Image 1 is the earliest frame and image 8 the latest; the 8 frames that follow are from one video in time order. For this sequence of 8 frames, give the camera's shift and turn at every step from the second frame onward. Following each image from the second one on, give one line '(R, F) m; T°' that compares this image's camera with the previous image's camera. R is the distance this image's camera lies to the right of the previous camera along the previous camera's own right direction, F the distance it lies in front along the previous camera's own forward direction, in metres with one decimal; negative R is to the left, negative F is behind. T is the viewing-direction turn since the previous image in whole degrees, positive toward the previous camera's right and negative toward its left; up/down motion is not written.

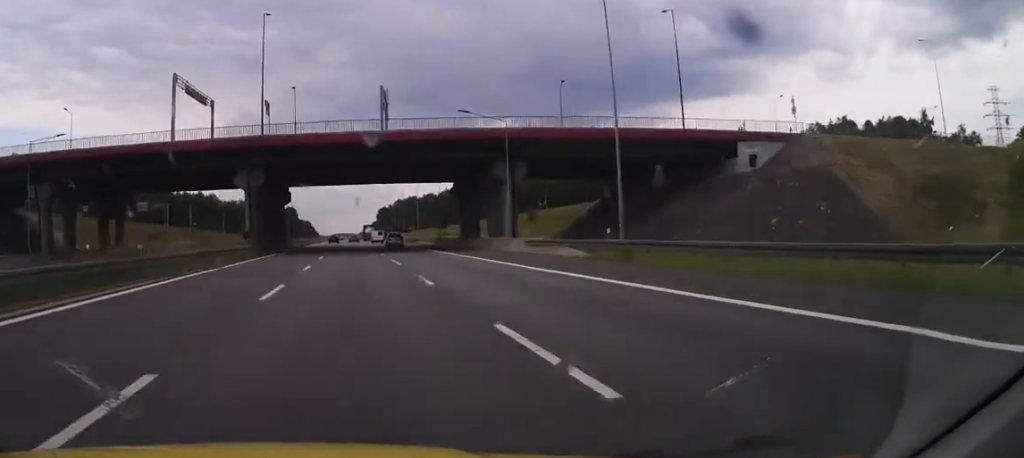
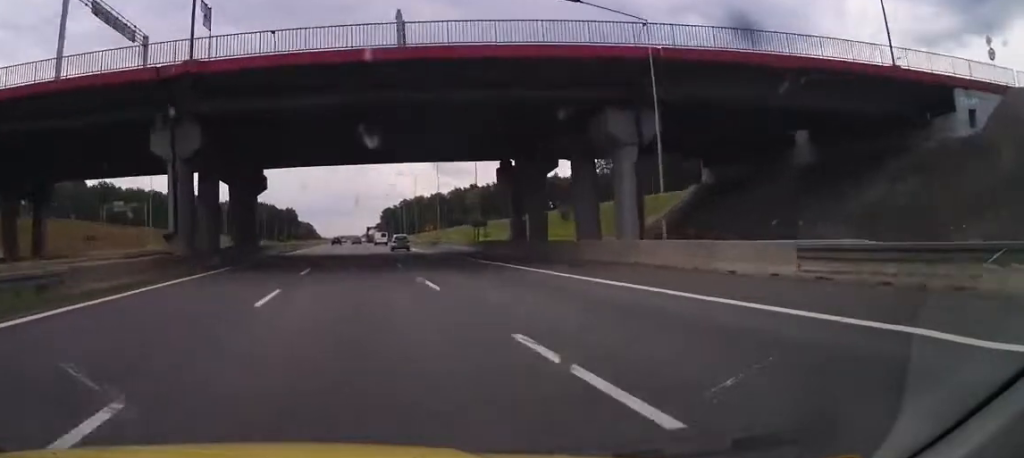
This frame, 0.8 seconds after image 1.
(+0.2, +24.9) m; 0°
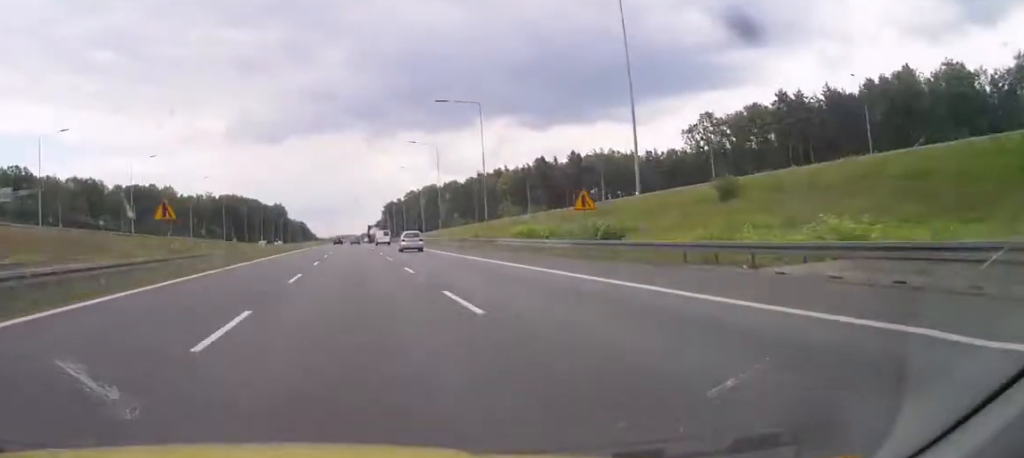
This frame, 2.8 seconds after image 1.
(-0.8, +64.7) m; -1°
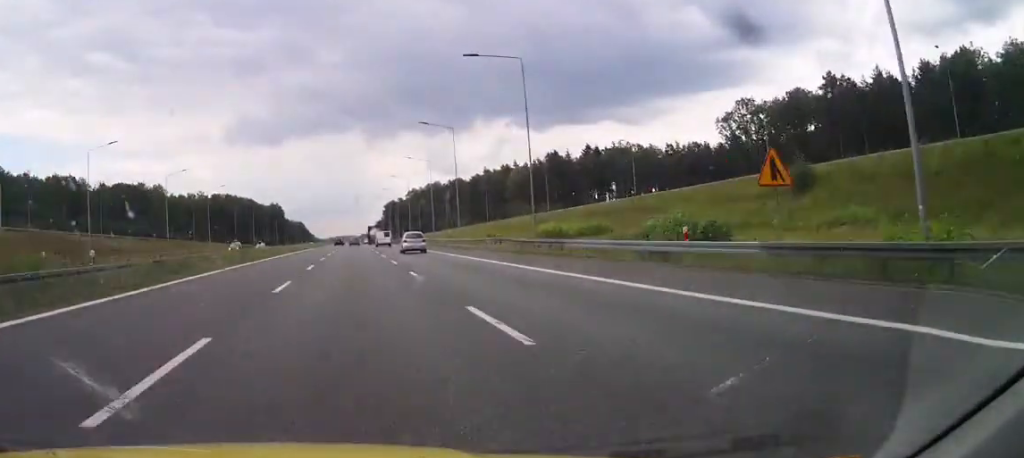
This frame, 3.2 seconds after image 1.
(0.0, +15.1) m; 0°
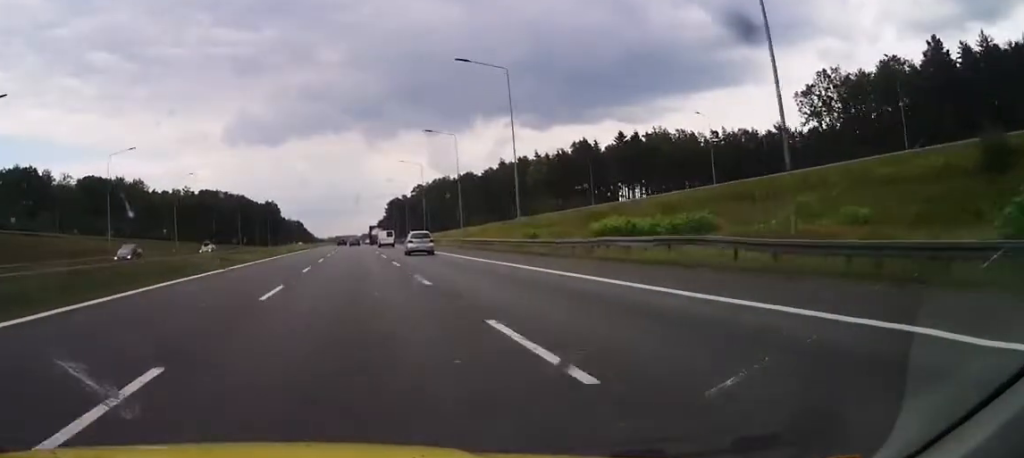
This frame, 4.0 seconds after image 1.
(0.0, +25.8) m; 0°
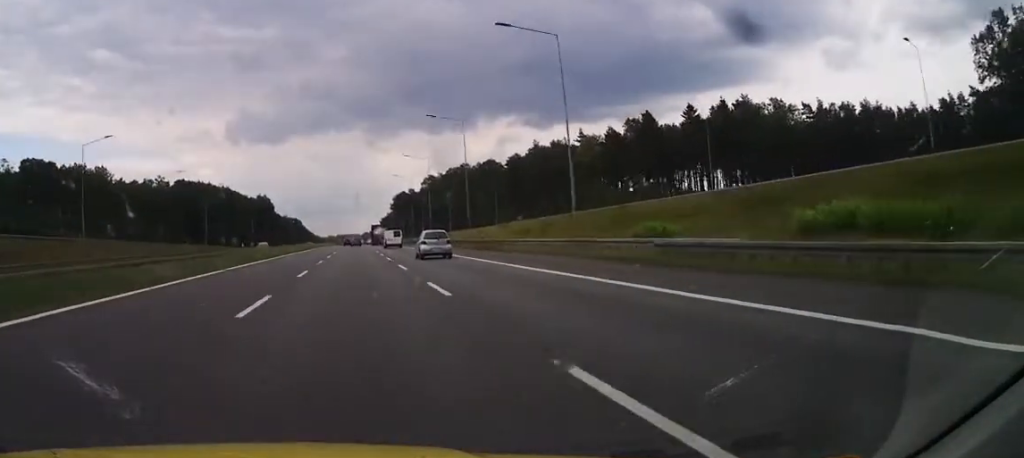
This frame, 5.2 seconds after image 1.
(0.0, +38.4) m; -1°
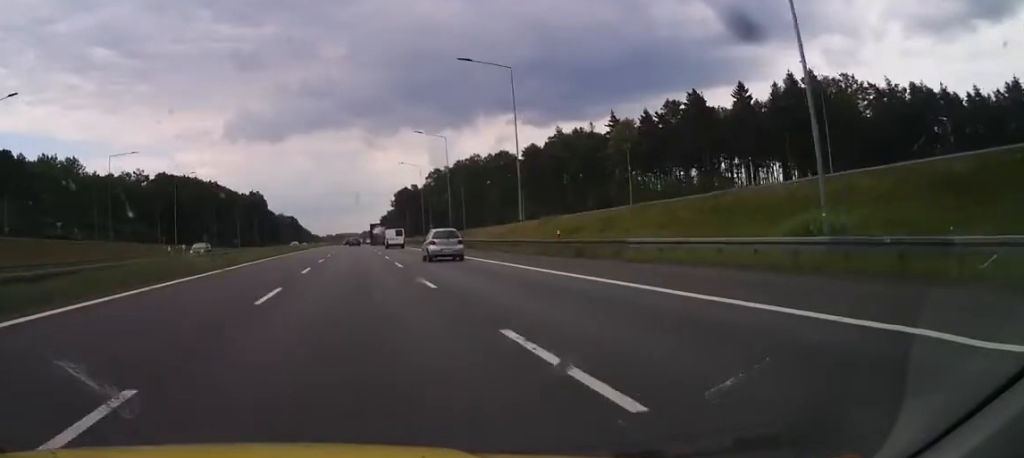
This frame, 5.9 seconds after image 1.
(-0.1, +21.4) m; 0°
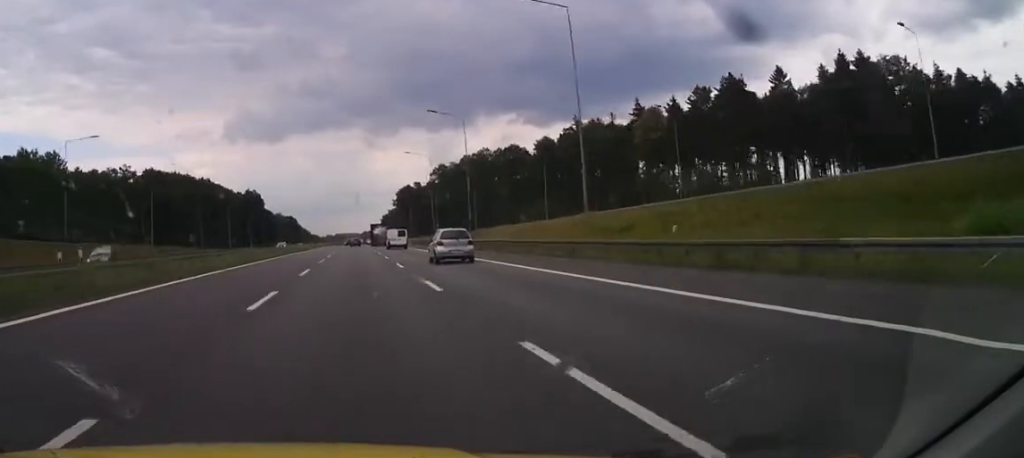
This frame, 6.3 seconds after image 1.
(-0.2, +12.9) m; 0°
